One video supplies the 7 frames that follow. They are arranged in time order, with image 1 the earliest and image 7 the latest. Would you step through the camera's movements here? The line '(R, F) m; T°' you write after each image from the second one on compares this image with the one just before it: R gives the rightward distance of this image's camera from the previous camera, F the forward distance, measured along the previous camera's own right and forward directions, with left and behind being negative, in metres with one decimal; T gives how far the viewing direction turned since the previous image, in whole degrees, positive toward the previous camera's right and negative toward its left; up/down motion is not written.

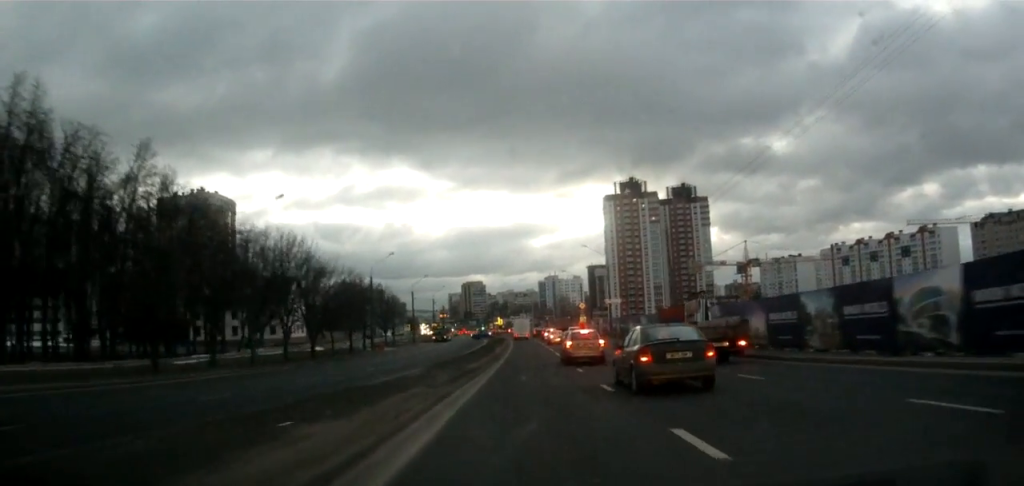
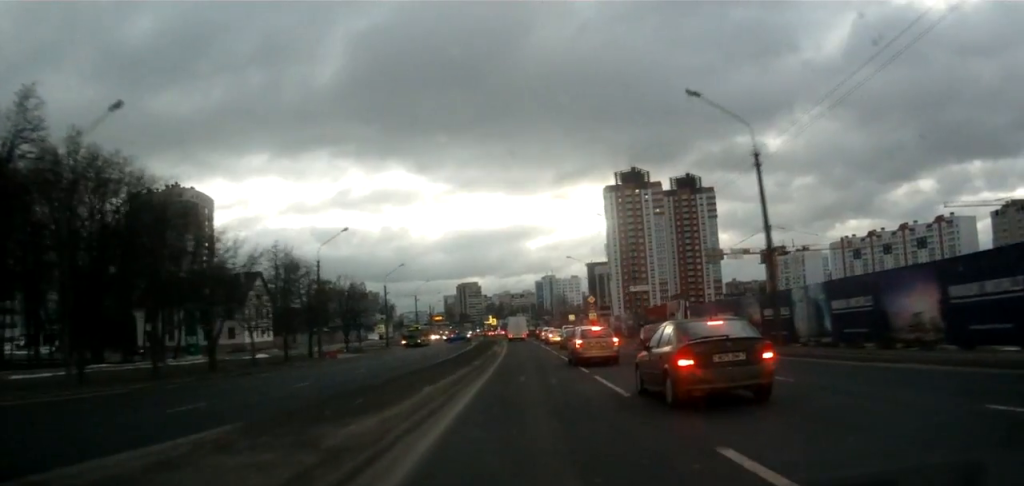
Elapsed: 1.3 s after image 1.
(+0.8, +17.7) m; +2°
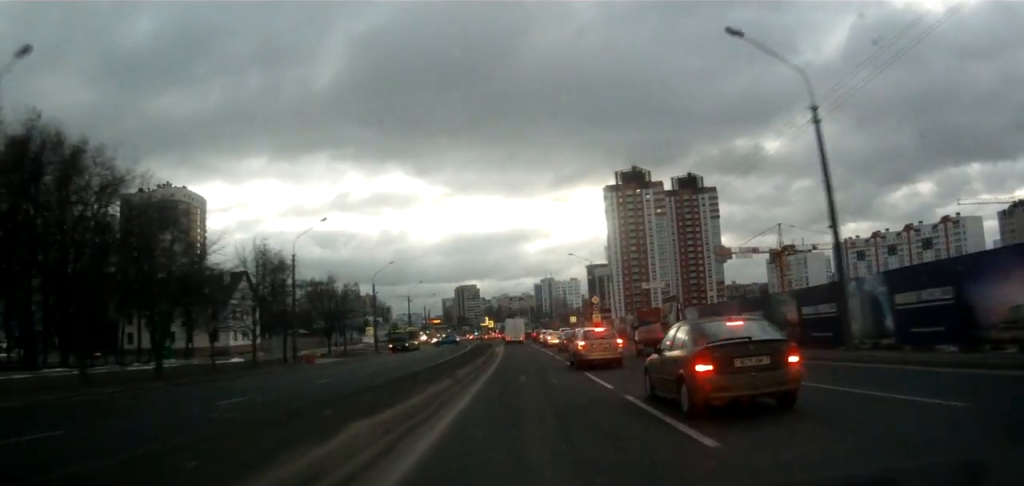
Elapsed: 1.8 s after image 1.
(+0.1, +5.8) m; -1°
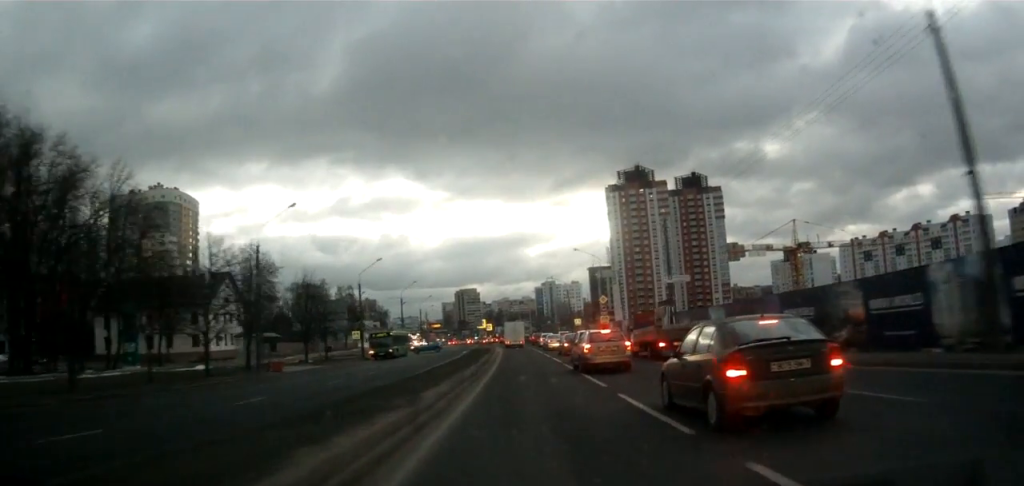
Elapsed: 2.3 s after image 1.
(-0.1, +6.9) m; -1°
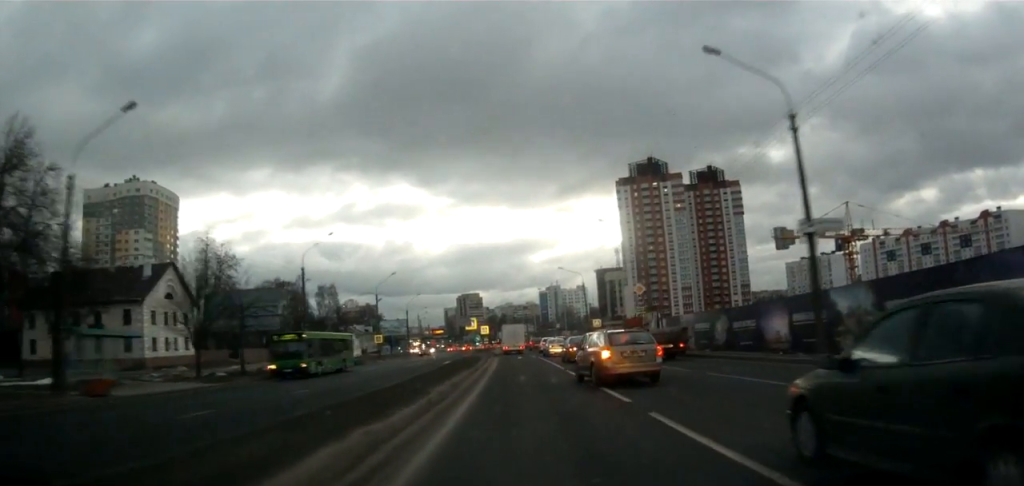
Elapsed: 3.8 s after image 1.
(0.0, +19.6) m; 0°
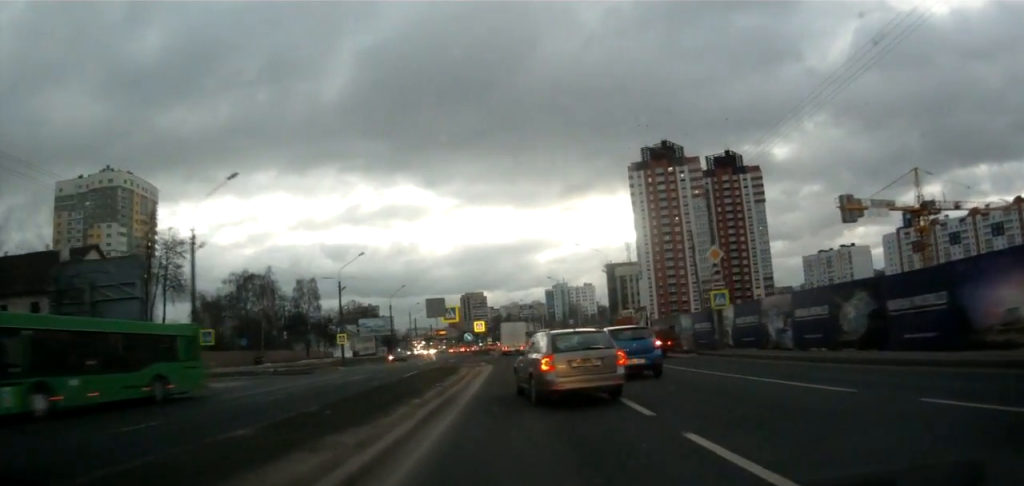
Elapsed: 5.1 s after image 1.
(-0.5, +18.0) m; -2°
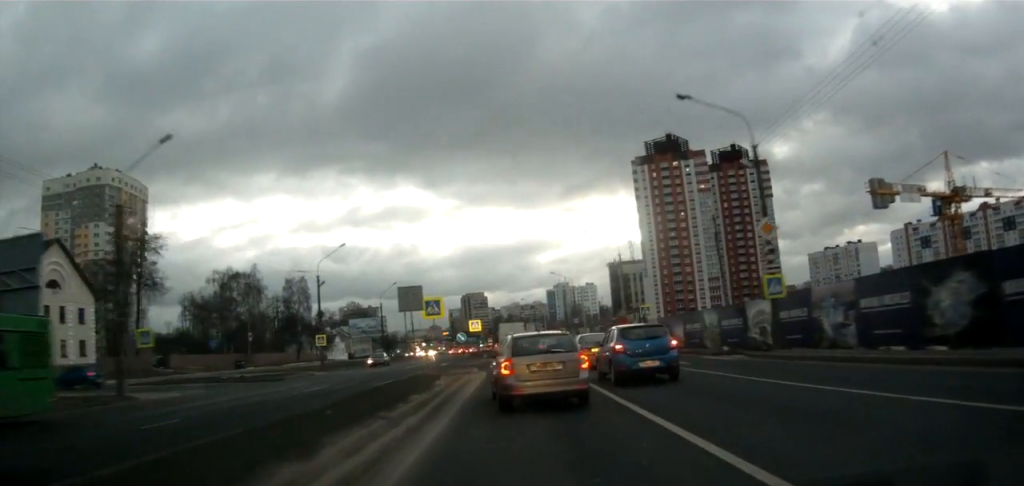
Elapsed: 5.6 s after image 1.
(0.0, +6.8) m; 0°
